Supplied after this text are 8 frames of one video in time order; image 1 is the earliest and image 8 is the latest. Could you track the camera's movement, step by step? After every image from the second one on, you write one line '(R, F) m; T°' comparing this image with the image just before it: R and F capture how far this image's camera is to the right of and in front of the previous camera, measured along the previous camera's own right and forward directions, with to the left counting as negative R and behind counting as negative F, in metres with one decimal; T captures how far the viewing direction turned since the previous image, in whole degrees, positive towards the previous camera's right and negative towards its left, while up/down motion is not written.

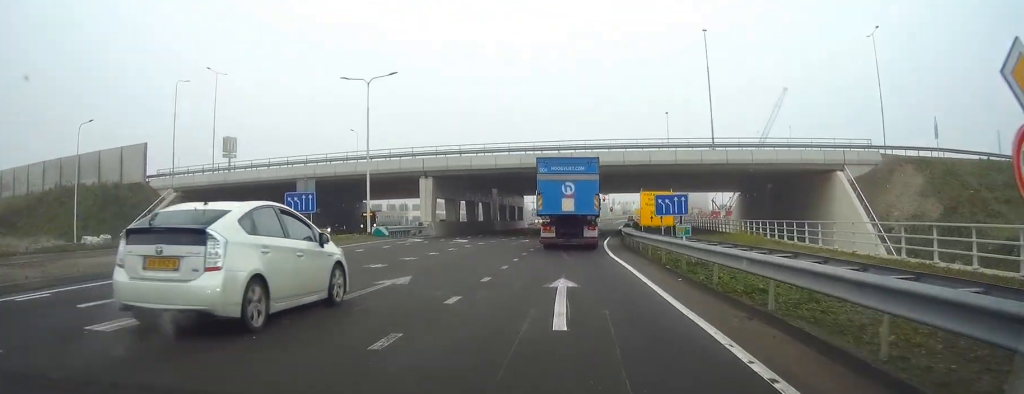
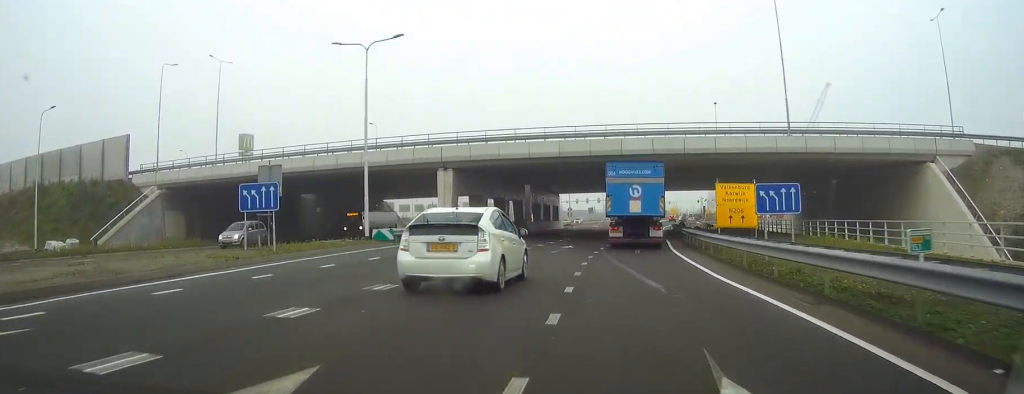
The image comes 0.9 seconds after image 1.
(-0.1, +10.8) m; 0°
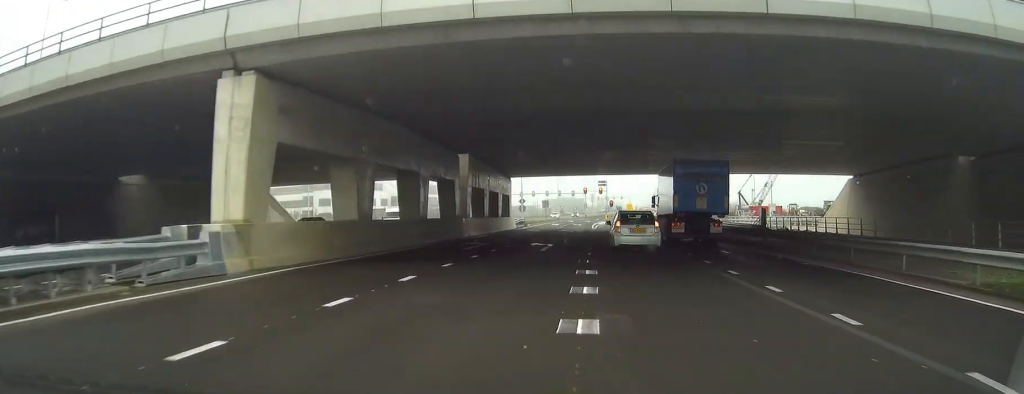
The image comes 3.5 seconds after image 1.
(+0.3, +31.7) m; +1°
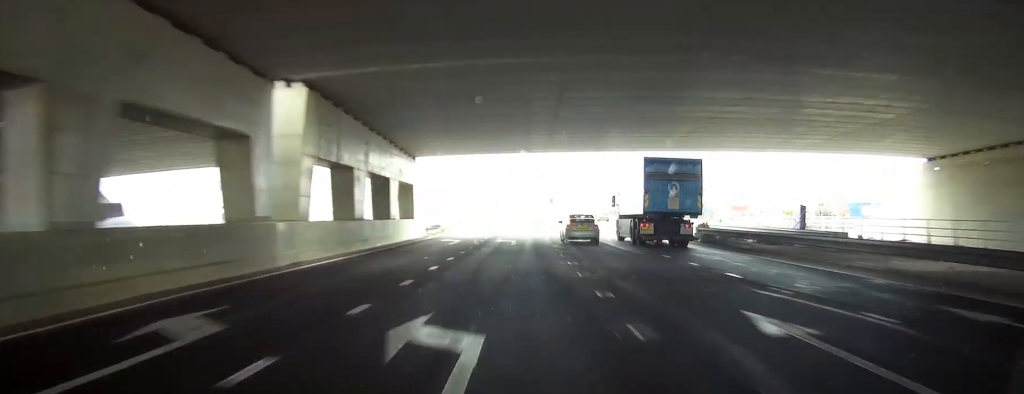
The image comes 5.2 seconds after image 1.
(0.0, +23.9) m; +1°
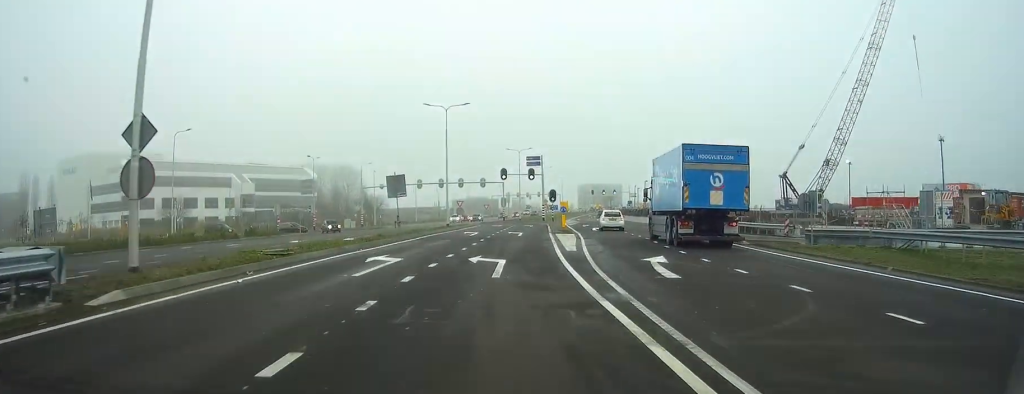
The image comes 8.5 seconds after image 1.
(+3.0, +46.6) m; +8°
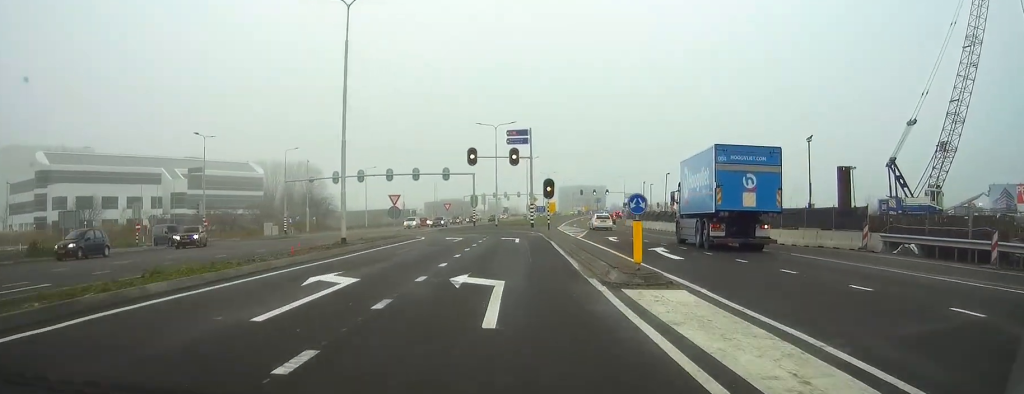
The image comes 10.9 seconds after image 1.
(+1.6, +29.5) m; +4°
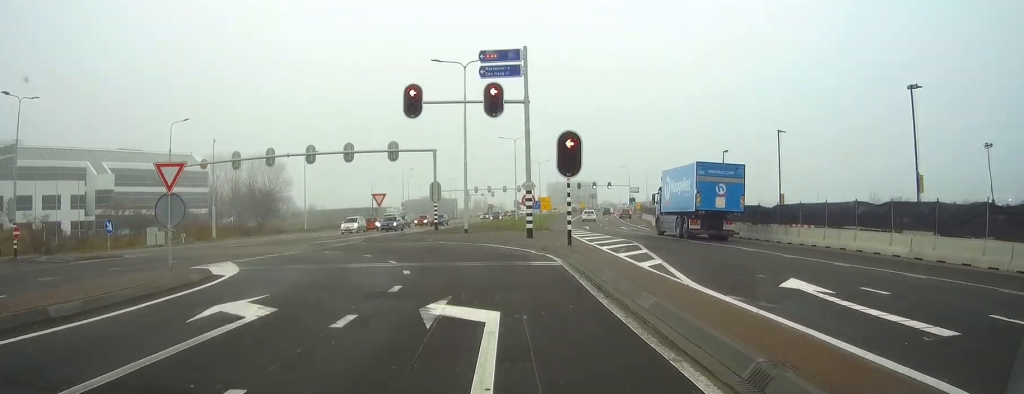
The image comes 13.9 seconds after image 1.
(+0.7, +28.6) m; +5°
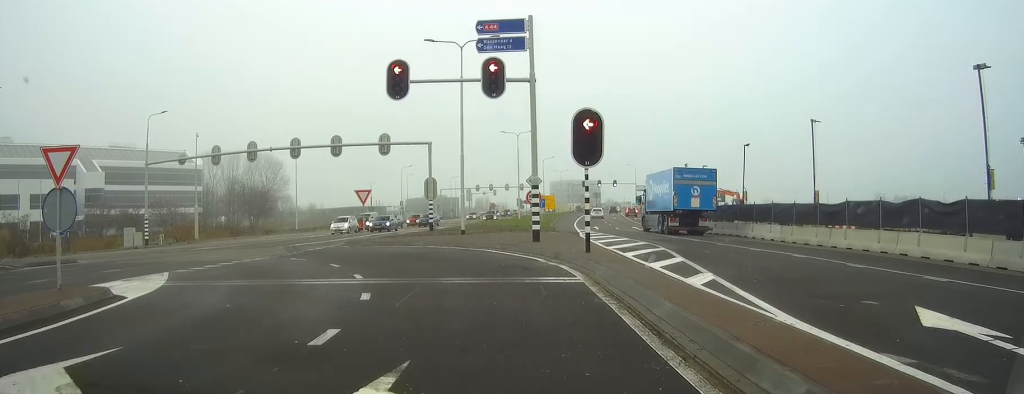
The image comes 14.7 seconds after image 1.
(+0.4, +5.3) m; +1°
